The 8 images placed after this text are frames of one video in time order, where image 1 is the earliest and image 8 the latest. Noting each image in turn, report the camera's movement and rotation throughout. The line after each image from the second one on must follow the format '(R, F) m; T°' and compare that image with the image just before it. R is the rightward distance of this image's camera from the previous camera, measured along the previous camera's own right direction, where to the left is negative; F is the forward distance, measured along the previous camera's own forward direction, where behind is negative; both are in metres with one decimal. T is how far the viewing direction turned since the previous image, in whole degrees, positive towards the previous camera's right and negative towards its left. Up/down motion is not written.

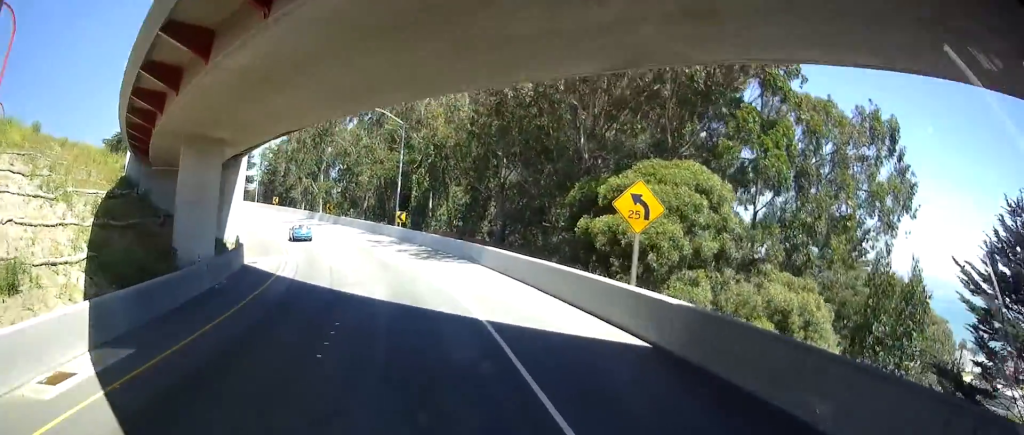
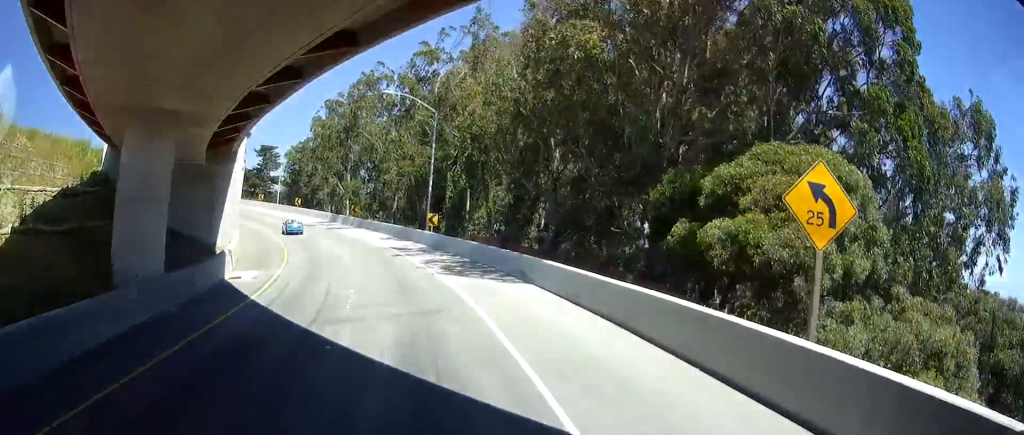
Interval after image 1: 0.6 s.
(-0.6, +8.8) m; -3°
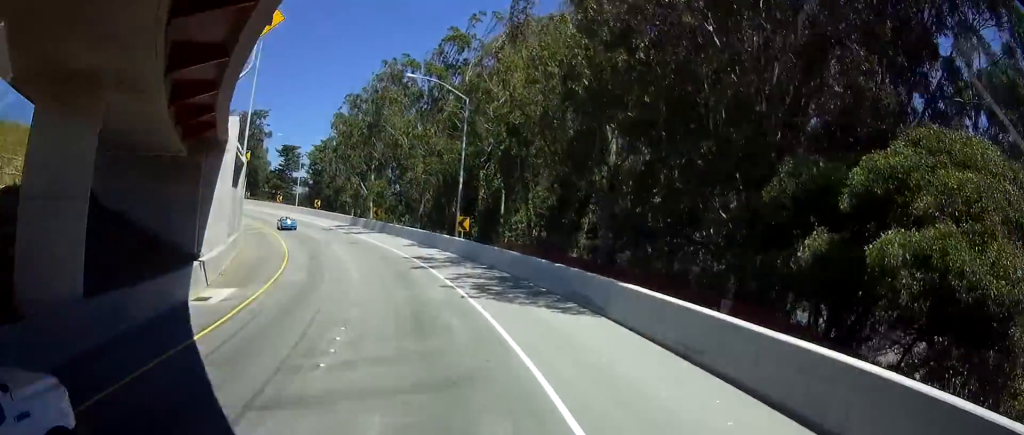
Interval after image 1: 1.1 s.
(-0.1, +7.0) m; -3°
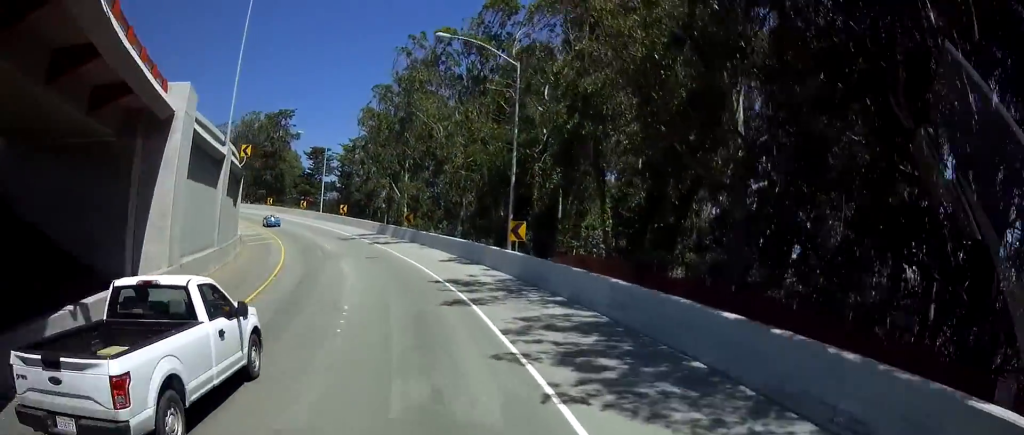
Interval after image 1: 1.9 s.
(-0.1, +10.9) m; -6°
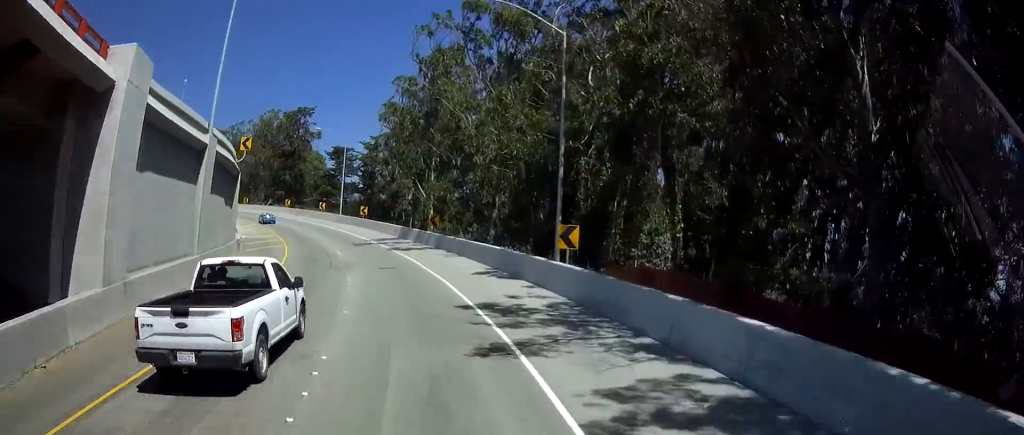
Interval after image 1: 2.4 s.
(-0.5, +6.1) m; -5°
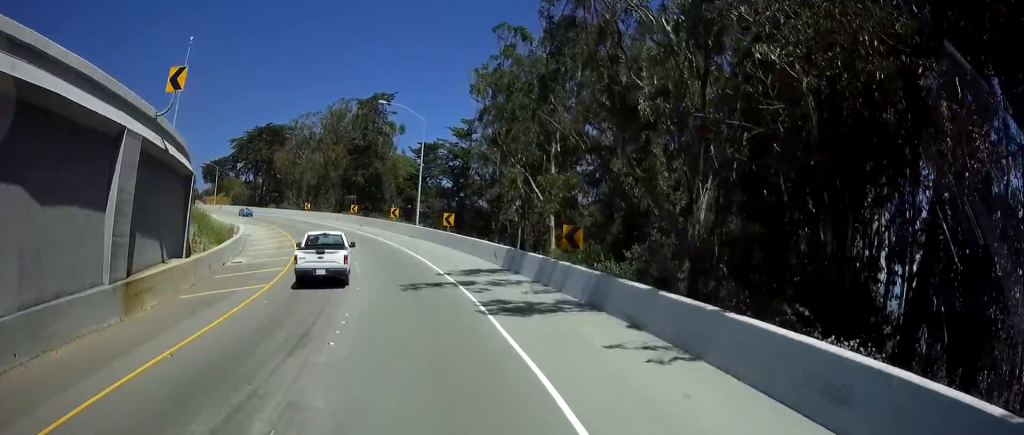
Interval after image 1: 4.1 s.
(-3.3, +23.0) m; -14°
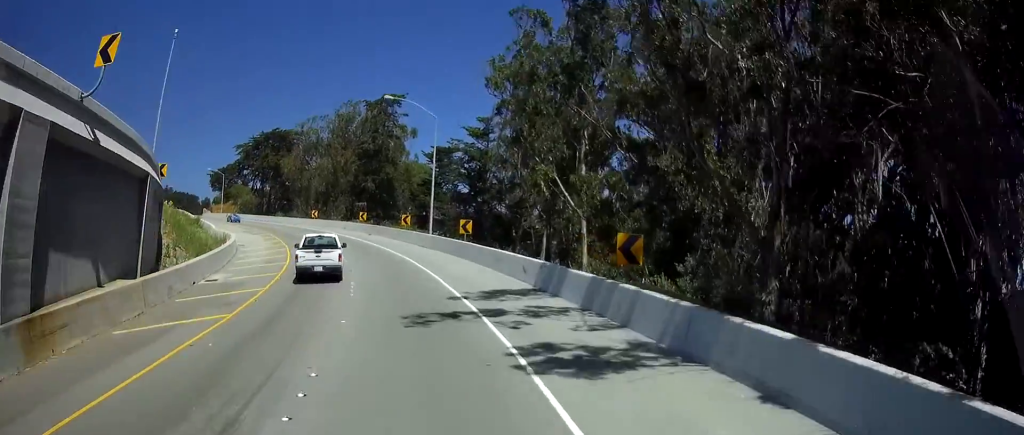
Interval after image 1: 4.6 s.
(-0.3, +5.7) m; -2°
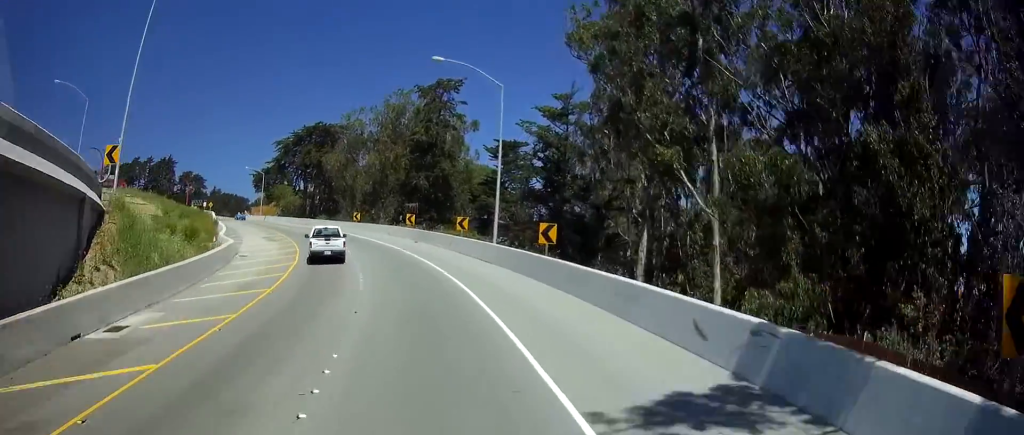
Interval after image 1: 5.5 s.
(-0.2, +12.4) m; -2°
